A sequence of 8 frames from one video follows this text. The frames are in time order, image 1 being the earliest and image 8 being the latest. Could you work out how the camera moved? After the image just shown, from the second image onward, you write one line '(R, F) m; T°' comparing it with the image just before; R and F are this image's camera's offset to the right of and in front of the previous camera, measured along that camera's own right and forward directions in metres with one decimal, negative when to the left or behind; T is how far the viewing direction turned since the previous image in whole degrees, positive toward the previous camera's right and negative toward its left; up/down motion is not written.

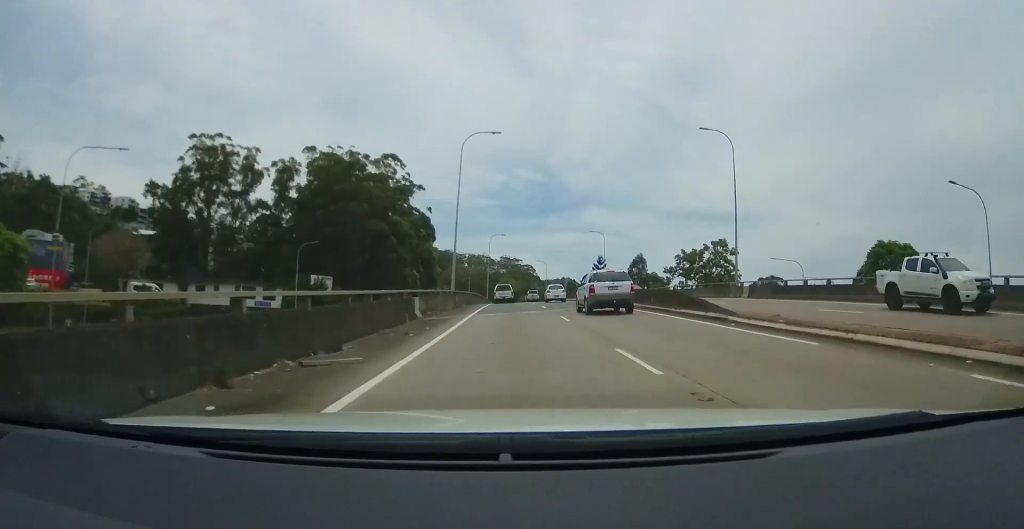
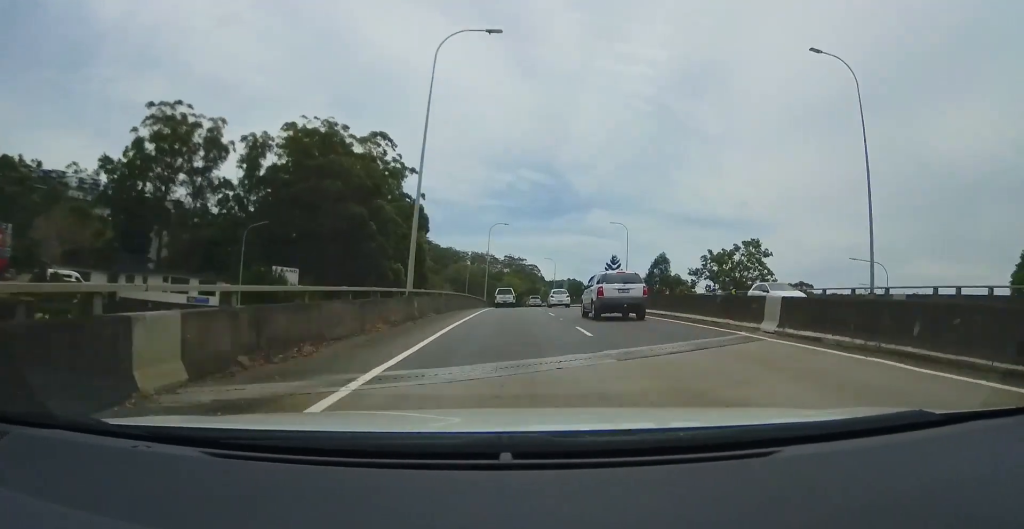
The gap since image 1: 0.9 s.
(0.0, +17.3) m; -2°
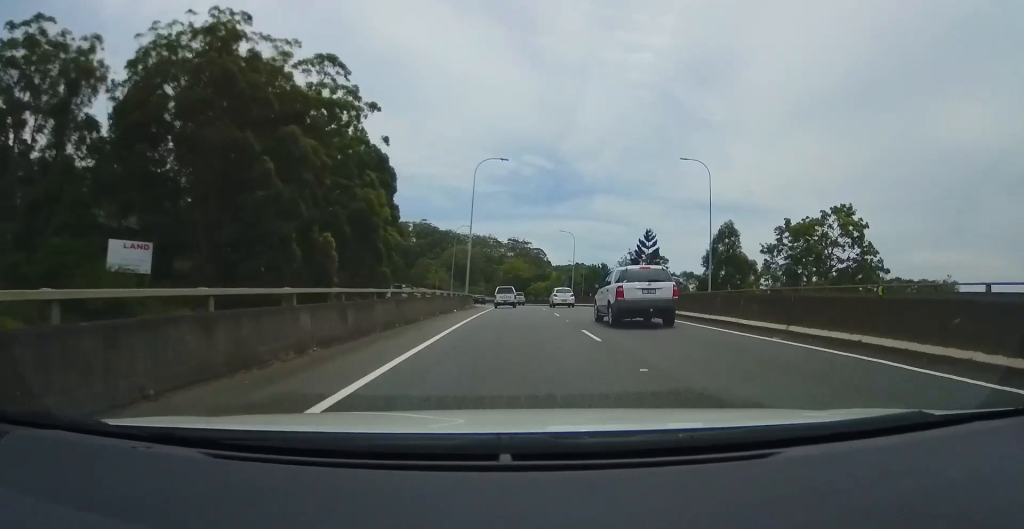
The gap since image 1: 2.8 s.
(-0.6, +37.8) m; 0°
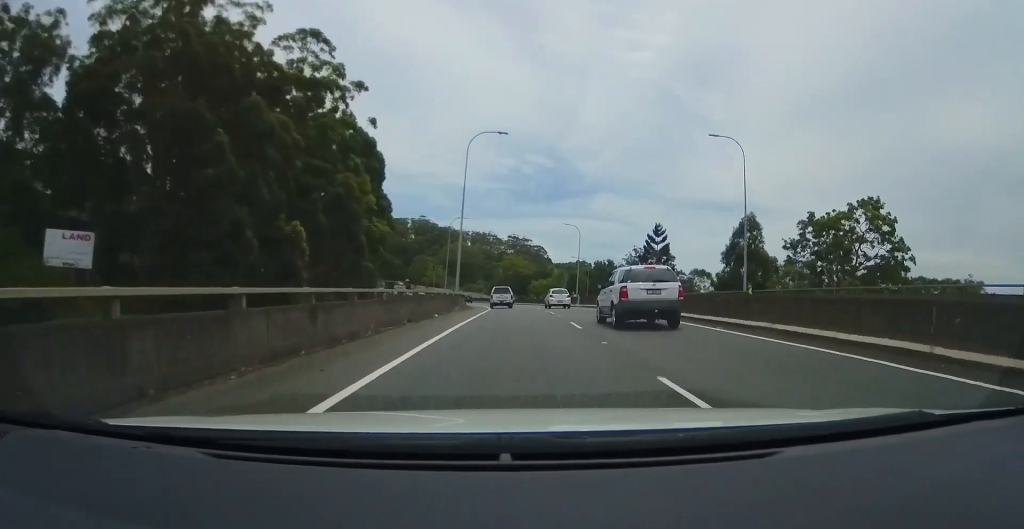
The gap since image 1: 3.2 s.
(+0.2, +8.6) m; 0°
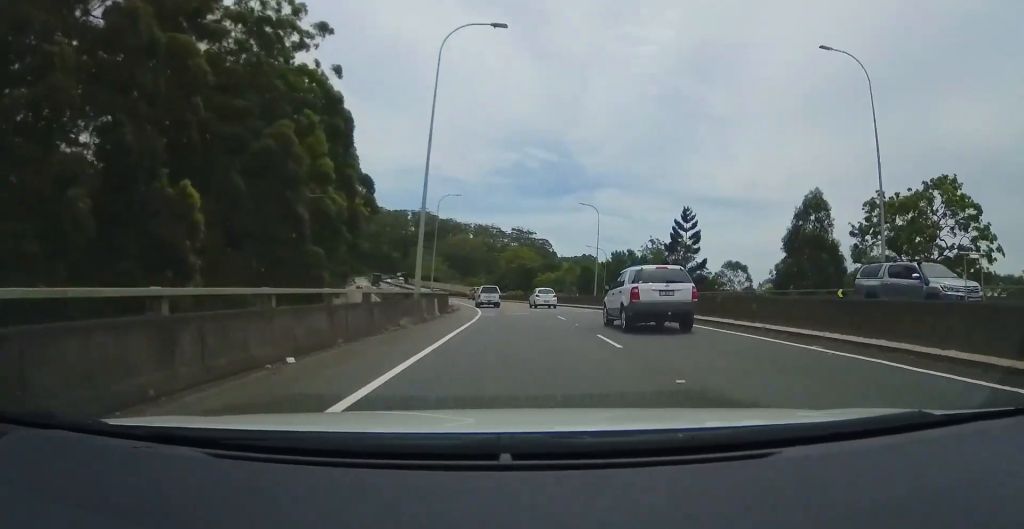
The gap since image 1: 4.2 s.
(-0.6, +17.9) m; 0°
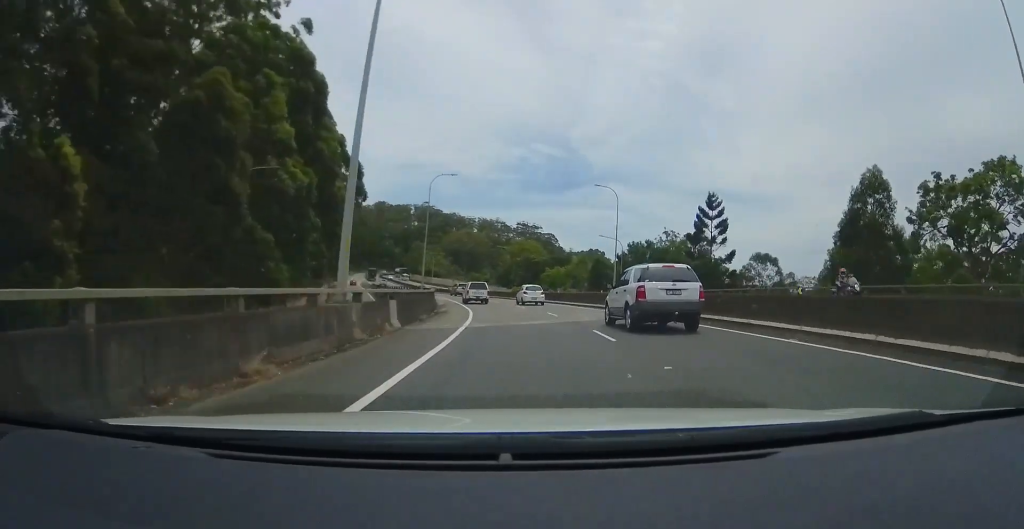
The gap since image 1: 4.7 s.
(+0.4, +10.7) m; 0°
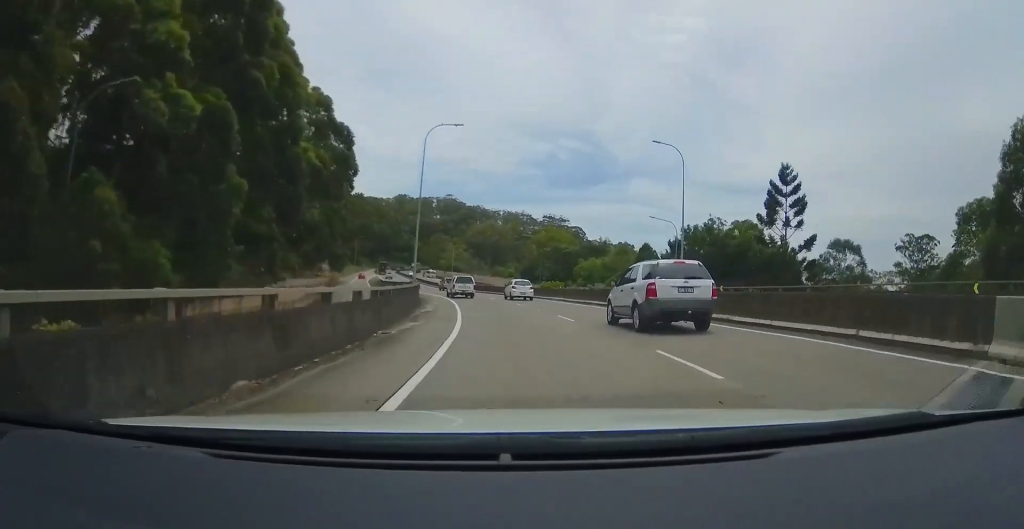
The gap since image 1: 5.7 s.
(-0.1, +18.0) m; -1°
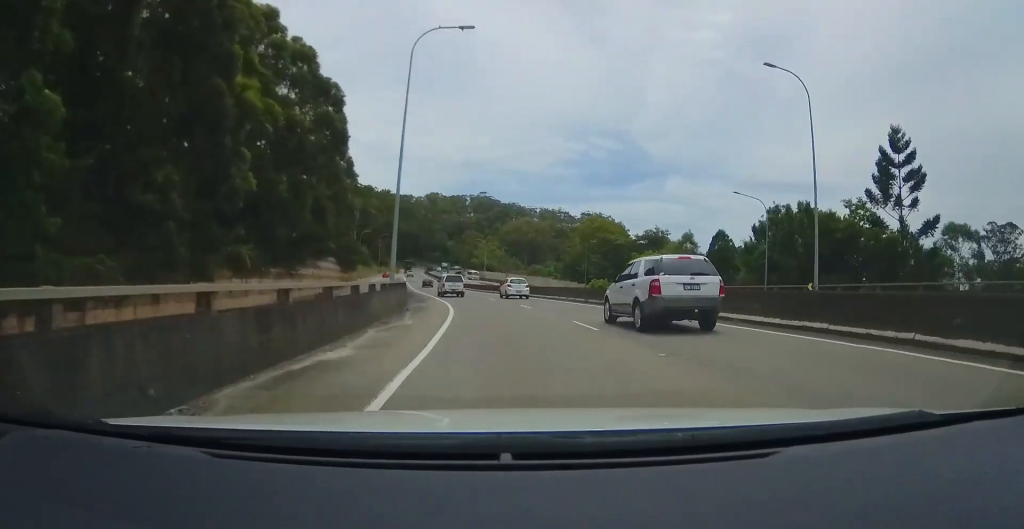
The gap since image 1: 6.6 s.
(-0.3, +16.6) m; -3°
